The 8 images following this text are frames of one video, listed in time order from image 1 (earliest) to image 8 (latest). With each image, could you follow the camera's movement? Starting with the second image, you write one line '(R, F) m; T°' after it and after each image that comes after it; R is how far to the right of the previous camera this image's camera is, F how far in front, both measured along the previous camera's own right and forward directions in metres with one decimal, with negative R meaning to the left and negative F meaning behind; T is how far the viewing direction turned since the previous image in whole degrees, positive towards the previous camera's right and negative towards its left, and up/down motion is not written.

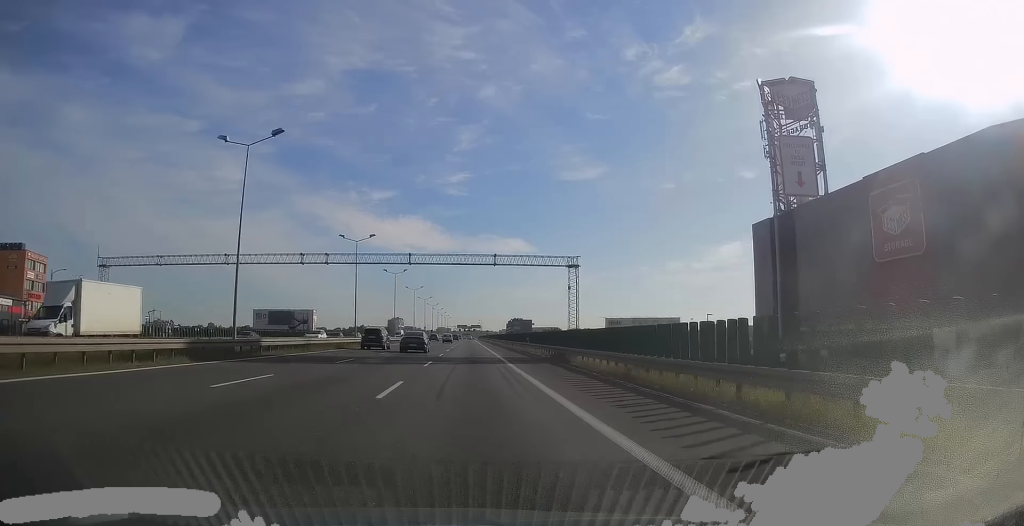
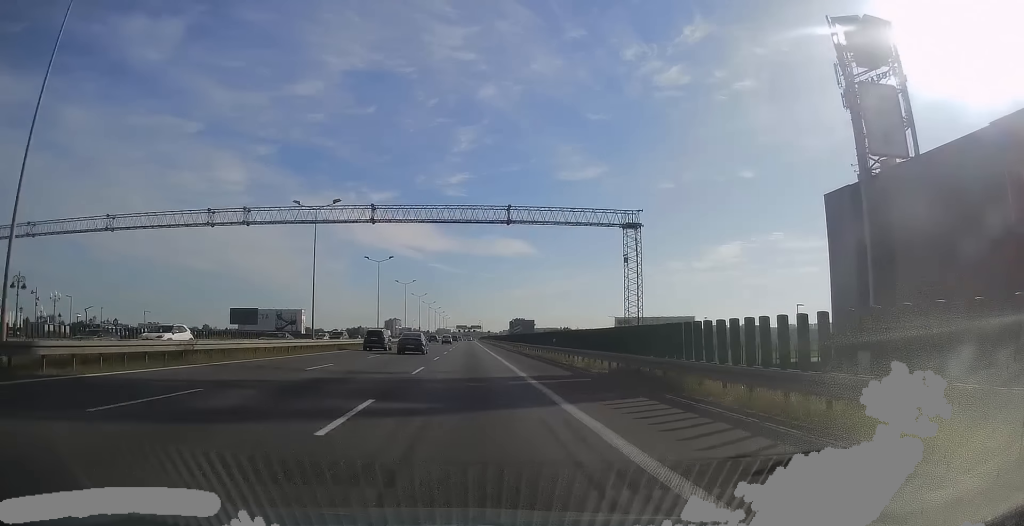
(0.0, +16.4) m; 0°
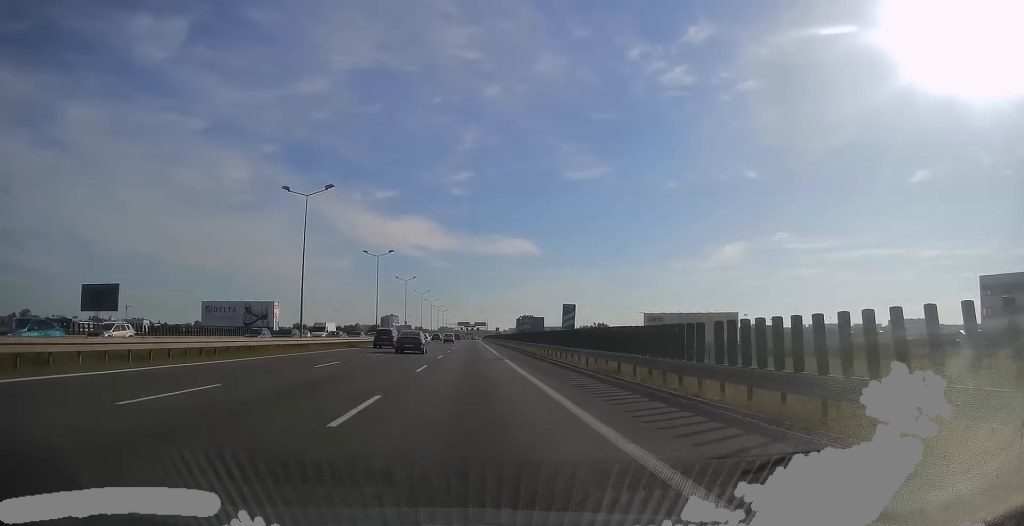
(-0.3, +35.7) m; 0°
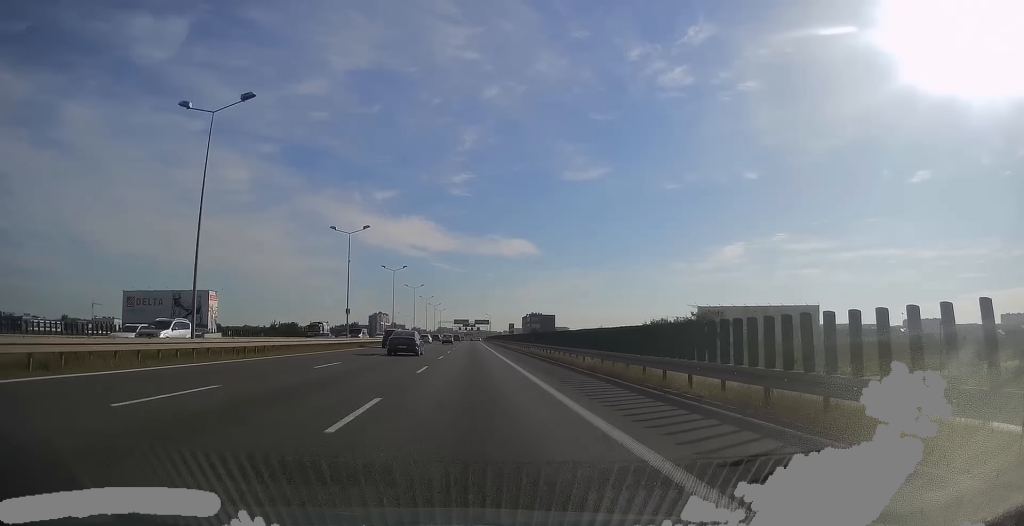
(+0.4, +48.6) m; 0°
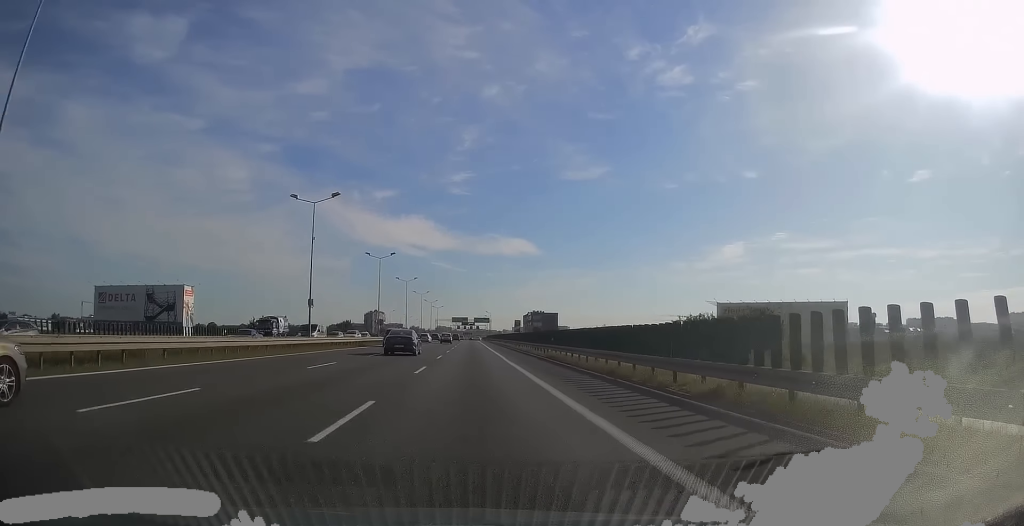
(-0.1, +12.9) m; 0°
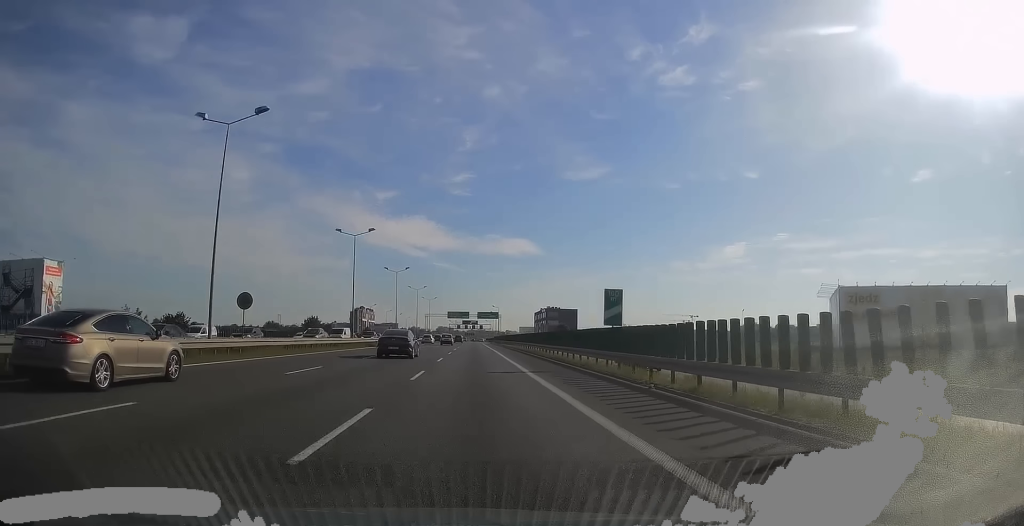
(-0.2, +48.5) m; 0°
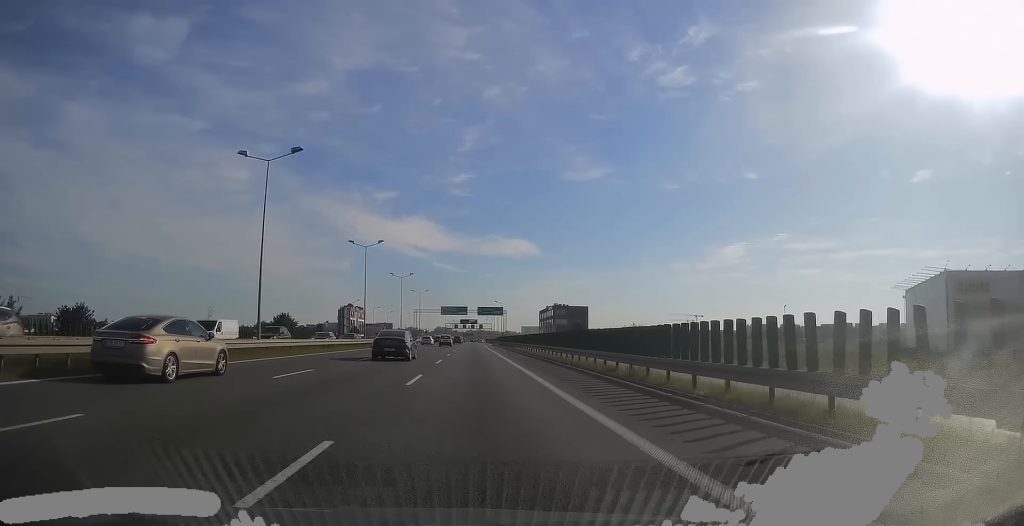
(+0.1, +26.4) m; 0°
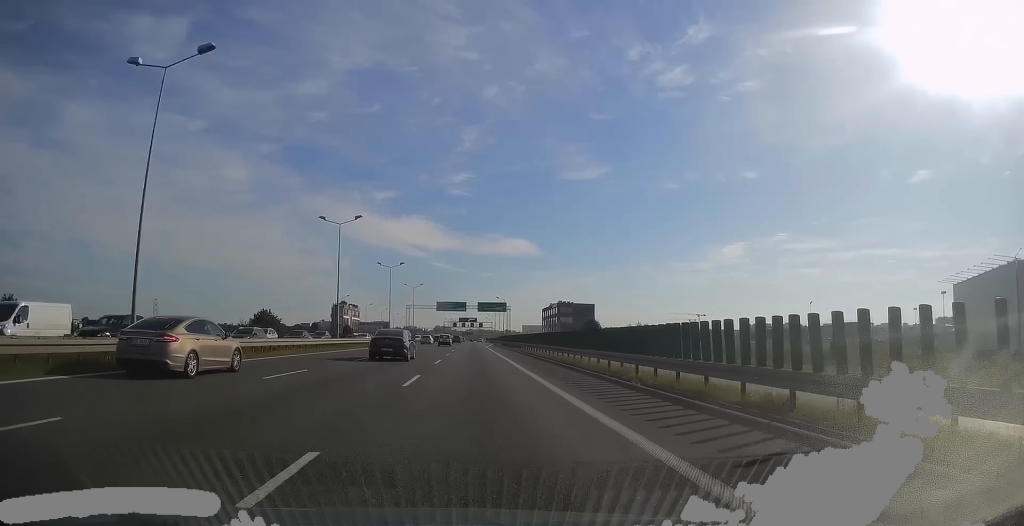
(+0.1, +11.8) m; 0°
